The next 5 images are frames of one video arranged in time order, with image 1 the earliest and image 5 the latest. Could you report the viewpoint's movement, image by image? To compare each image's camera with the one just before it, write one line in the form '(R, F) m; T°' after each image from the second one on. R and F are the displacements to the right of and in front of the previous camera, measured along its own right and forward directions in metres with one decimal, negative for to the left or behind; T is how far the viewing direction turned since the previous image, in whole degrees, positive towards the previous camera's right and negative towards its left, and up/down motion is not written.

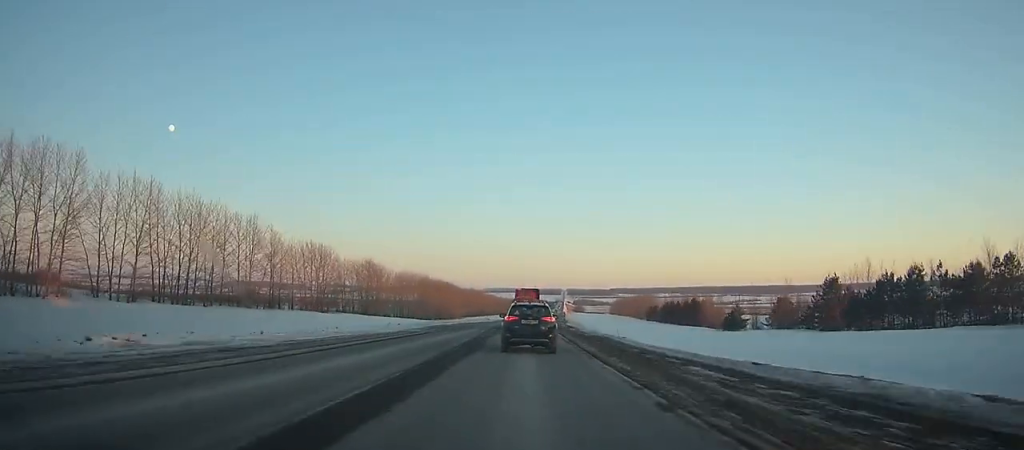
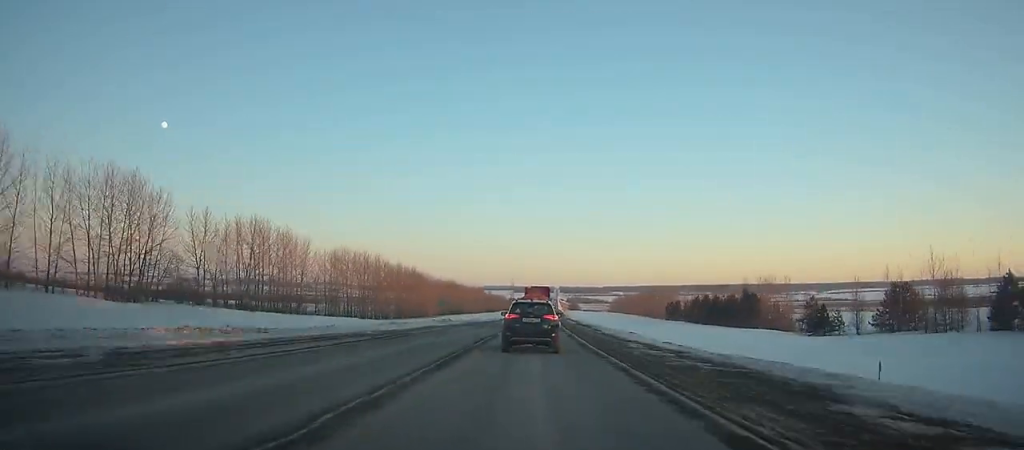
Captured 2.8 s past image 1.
(+0.5, +55.1) m; +1°
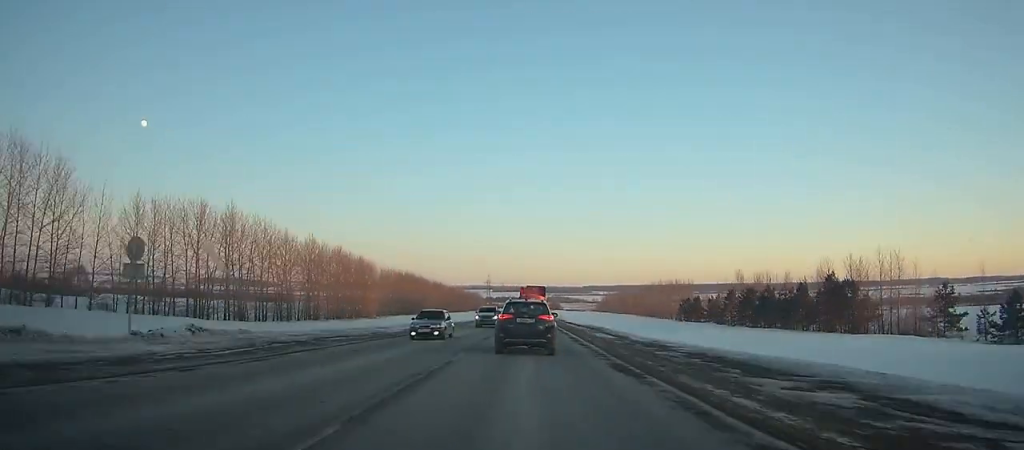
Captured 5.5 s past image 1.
(+0.9, +53.9) m; +2°
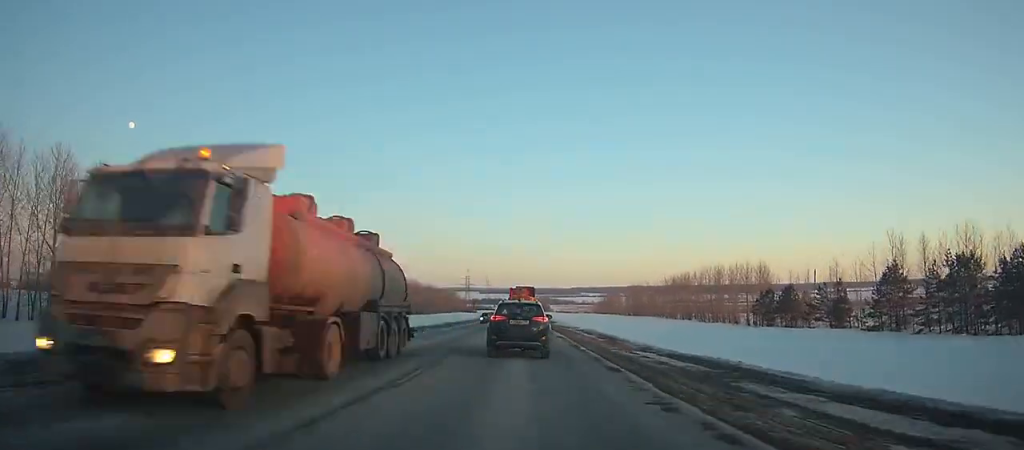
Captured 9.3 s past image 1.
(+1.2, +76.7) m; +1°
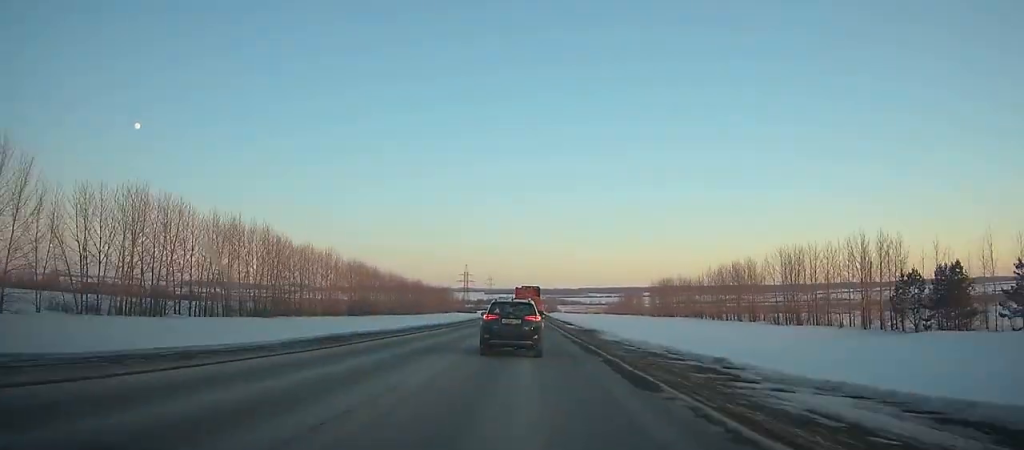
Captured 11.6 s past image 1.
(-0.1, +47.0) m; 0°
